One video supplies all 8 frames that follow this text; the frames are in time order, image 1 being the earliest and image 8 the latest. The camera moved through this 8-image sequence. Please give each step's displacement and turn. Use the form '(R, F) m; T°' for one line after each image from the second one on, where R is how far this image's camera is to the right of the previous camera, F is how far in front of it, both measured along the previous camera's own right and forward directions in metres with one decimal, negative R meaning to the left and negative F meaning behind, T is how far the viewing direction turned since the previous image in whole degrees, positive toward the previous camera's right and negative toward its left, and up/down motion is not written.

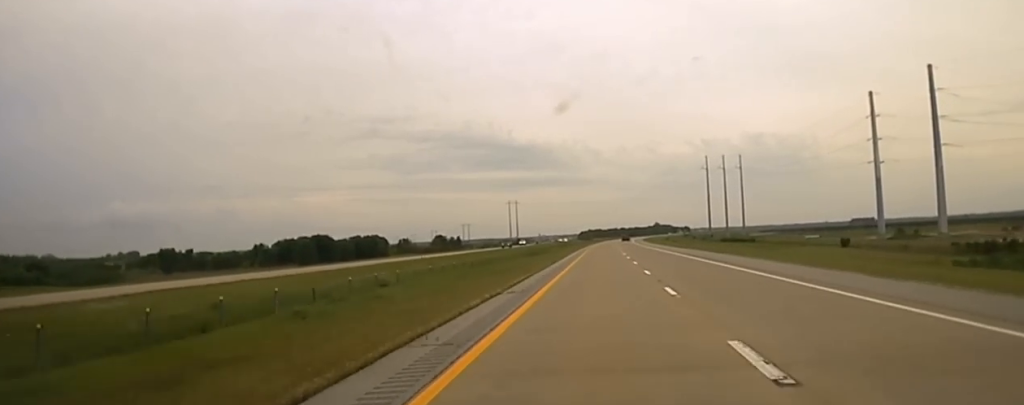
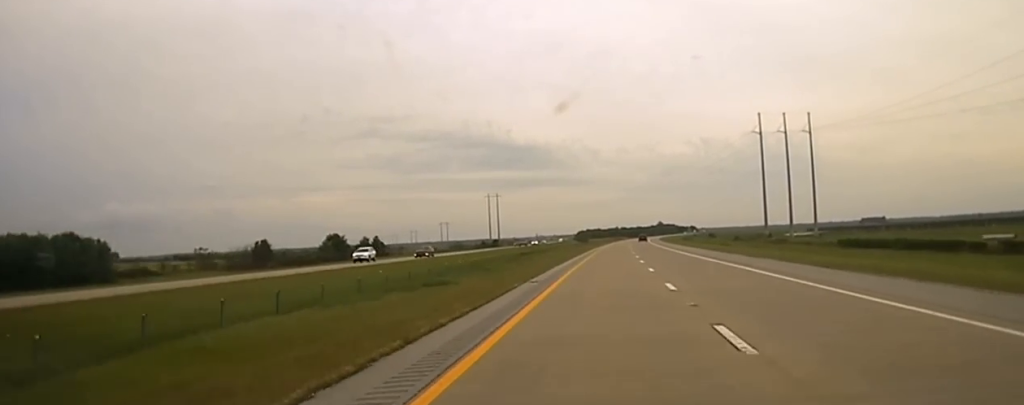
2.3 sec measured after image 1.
(+0.3, +100.9) m; 0°
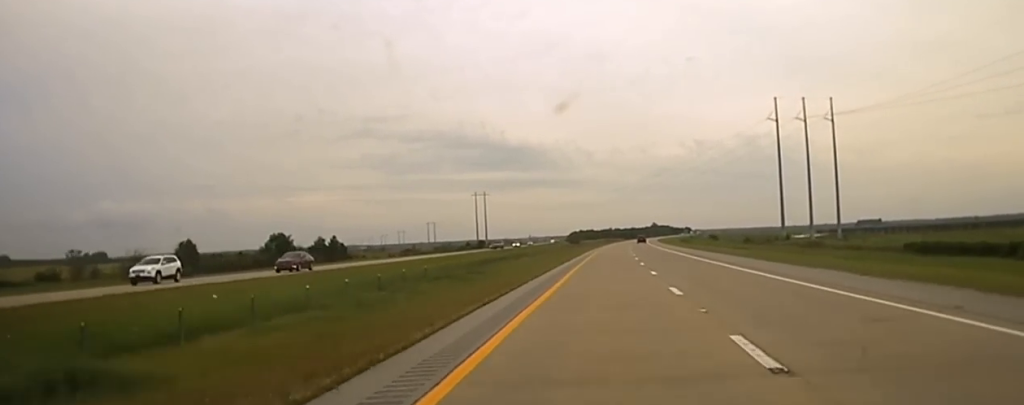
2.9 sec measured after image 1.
(0.0, +23.0) m; 0°
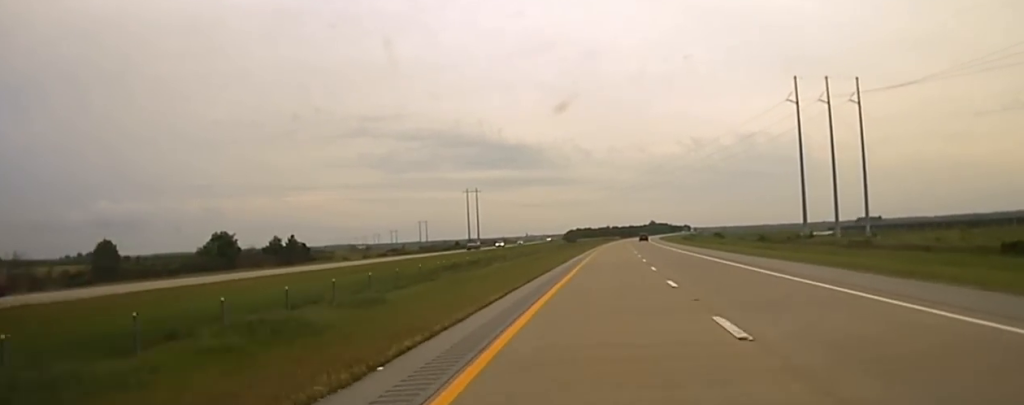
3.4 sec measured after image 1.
(0.0, +17.6) m; 0°
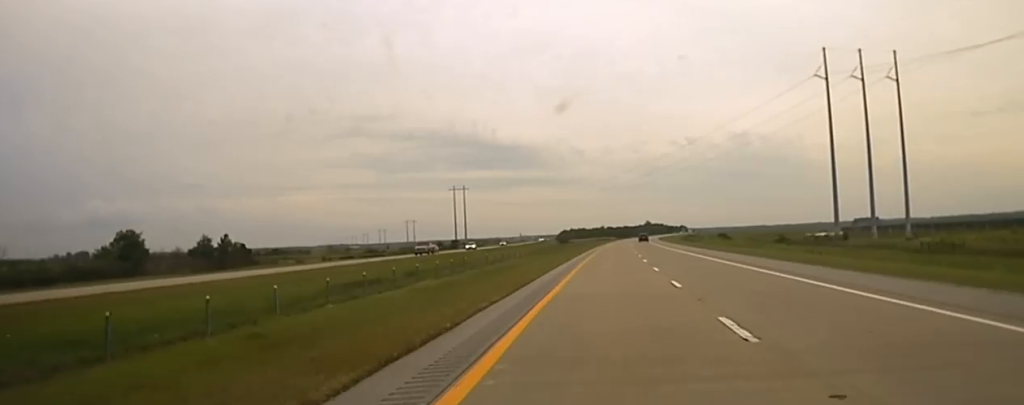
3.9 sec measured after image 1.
(0.0, +18.9) m; 0°
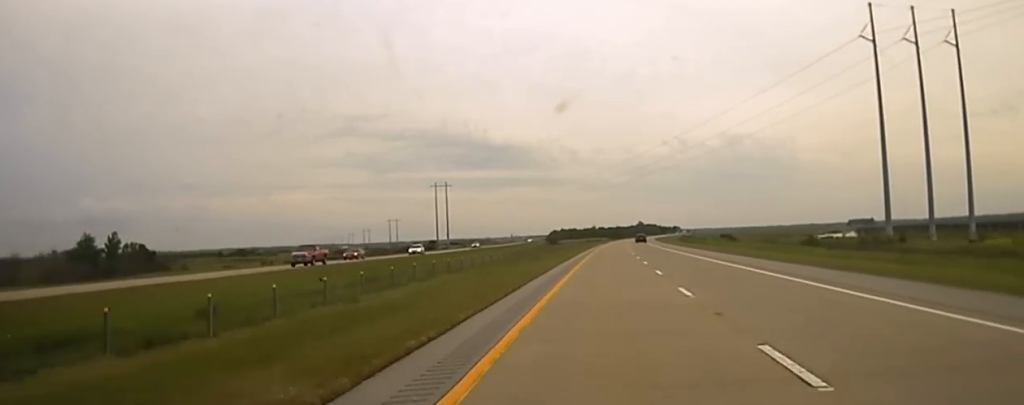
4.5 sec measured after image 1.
(0.0, +18.4) m; 0°
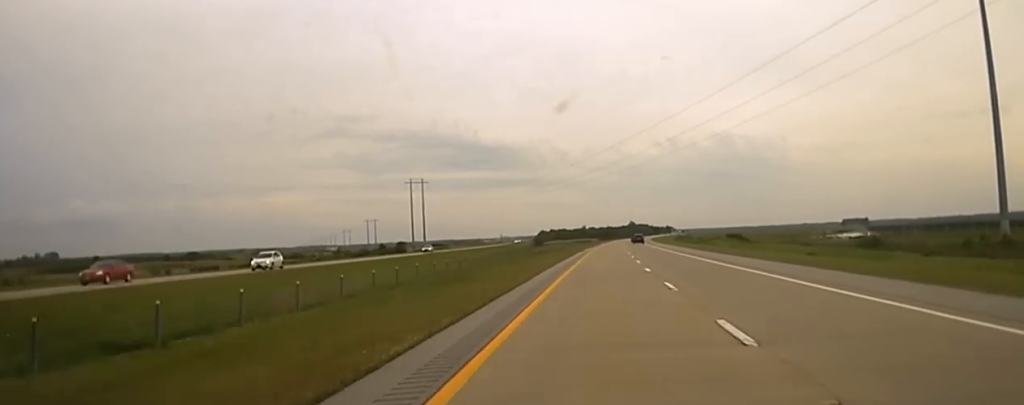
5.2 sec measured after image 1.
(+0.1, +26.5) m; +1°
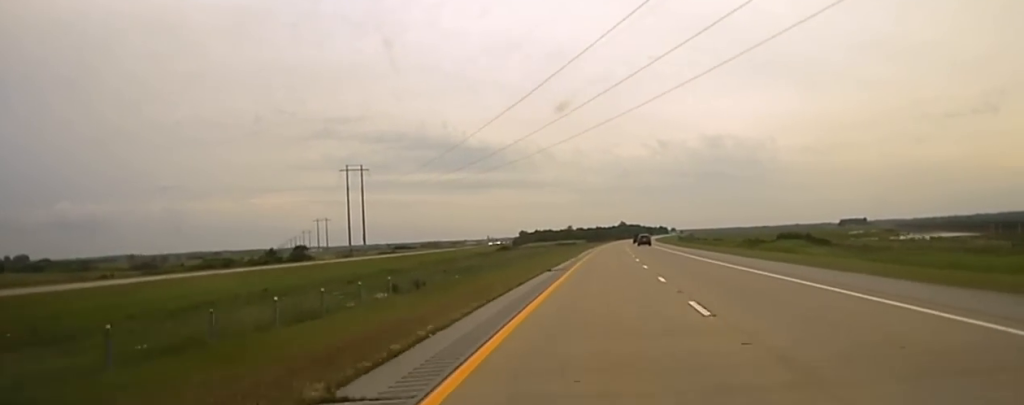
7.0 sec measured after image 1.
(+1.5, +85.3) m; +2°
